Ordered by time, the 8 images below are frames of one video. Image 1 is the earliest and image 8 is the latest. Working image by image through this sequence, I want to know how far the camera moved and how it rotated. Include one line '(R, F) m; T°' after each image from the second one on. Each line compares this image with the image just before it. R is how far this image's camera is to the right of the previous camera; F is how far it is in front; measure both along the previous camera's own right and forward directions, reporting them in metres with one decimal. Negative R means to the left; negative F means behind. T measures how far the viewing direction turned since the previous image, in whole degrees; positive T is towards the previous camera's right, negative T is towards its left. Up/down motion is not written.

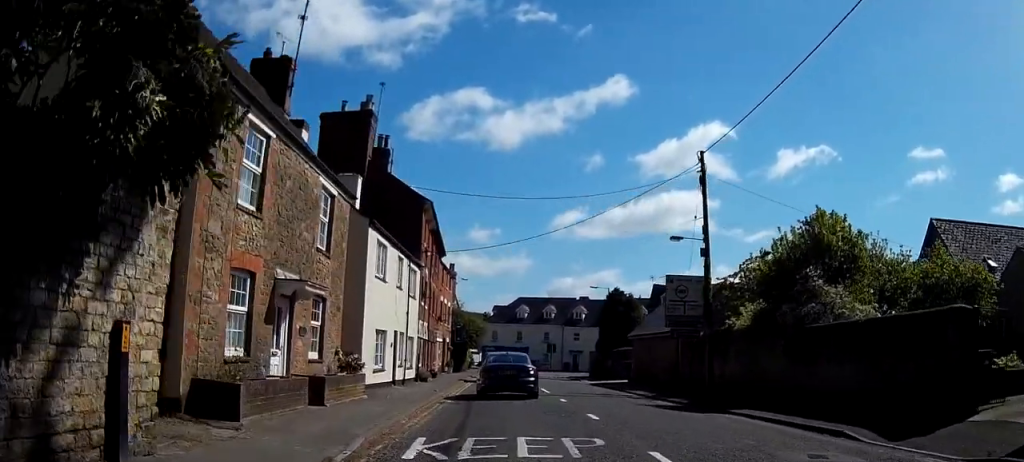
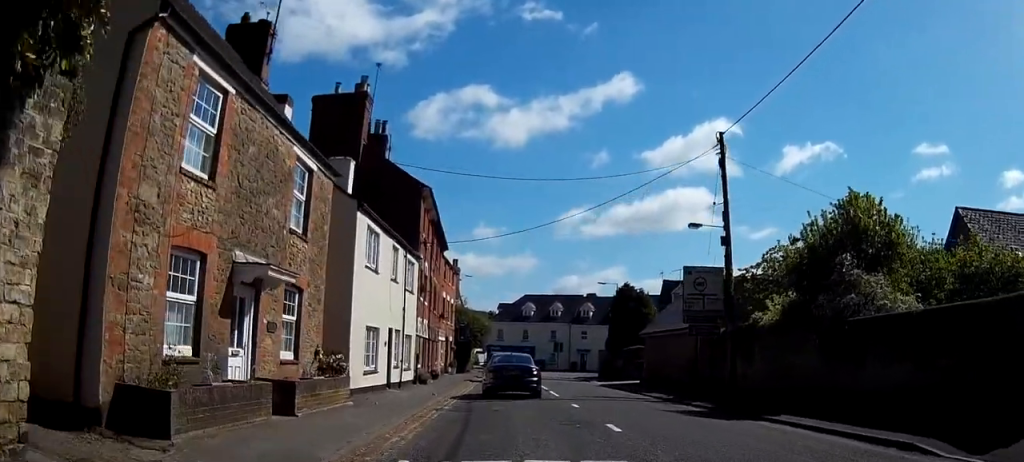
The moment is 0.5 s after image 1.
(0.0, +2.2) m; -1°
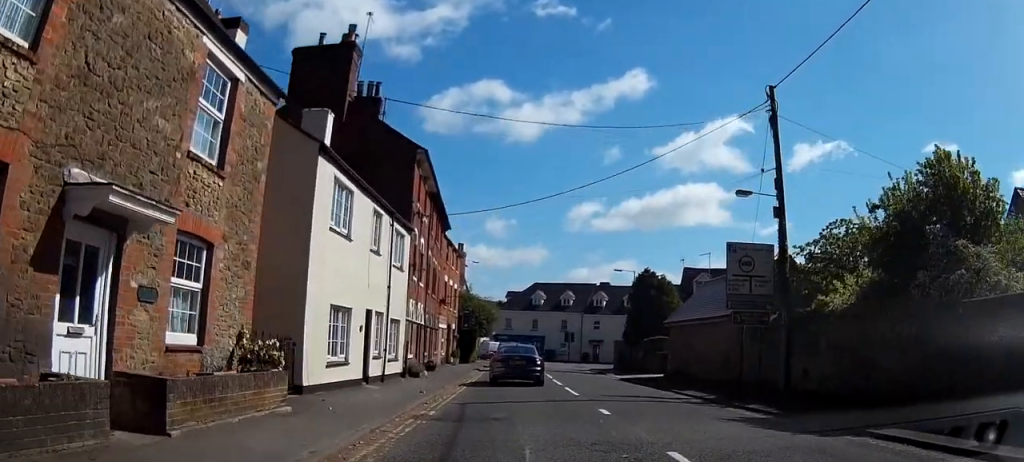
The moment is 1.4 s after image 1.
(0.0, +4.7) m; +2°
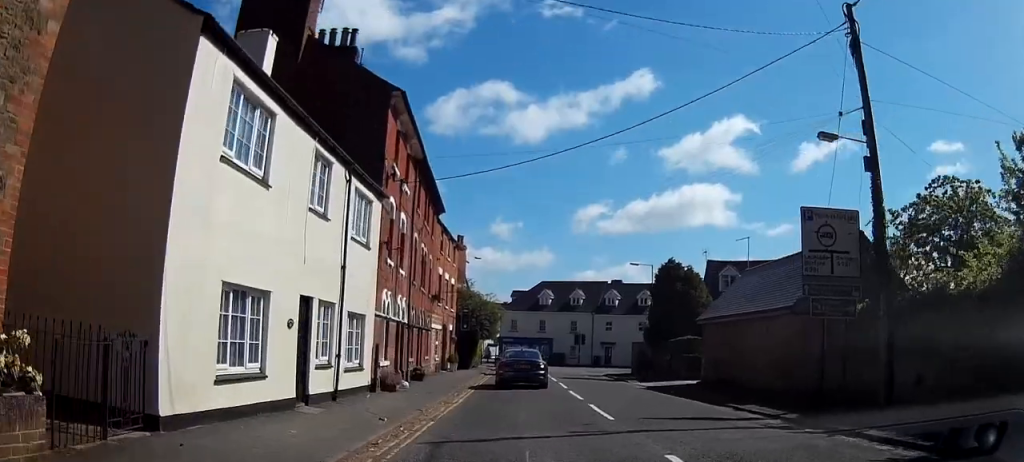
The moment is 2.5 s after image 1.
(+0.3, +6.0) m; +1°
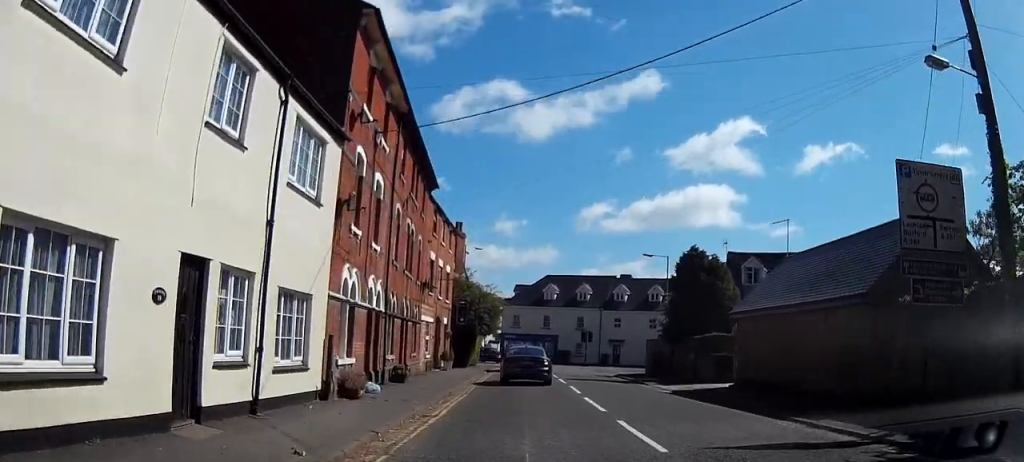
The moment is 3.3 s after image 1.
(-0.1, +4.6) m; -3°
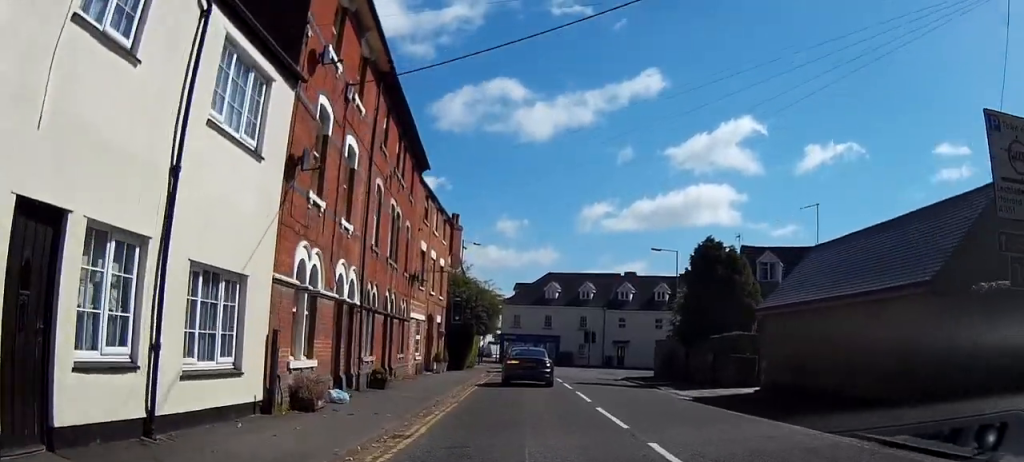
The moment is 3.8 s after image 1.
(-0.1, +2.9) m; -3°
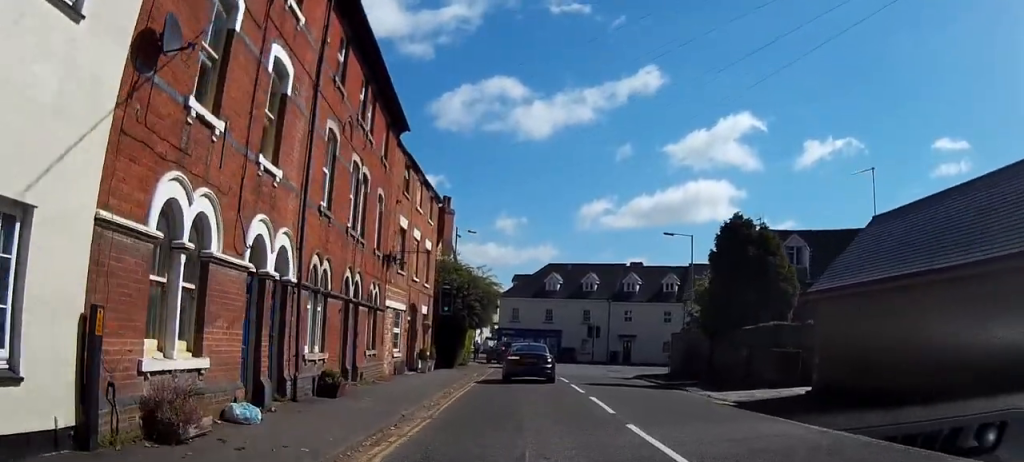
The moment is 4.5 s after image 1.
(-0.1, +4.7) m; 0°
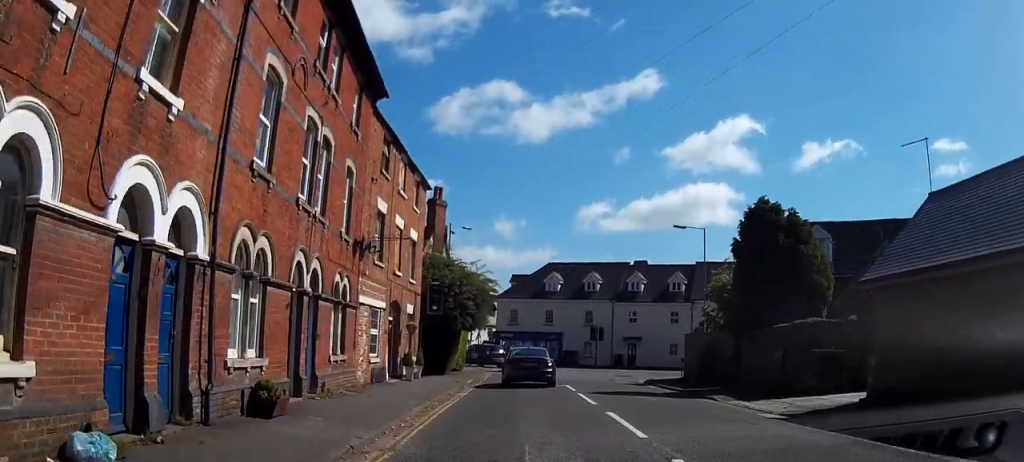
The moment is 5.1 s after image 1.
(0.0, +3.5) m; 0°
